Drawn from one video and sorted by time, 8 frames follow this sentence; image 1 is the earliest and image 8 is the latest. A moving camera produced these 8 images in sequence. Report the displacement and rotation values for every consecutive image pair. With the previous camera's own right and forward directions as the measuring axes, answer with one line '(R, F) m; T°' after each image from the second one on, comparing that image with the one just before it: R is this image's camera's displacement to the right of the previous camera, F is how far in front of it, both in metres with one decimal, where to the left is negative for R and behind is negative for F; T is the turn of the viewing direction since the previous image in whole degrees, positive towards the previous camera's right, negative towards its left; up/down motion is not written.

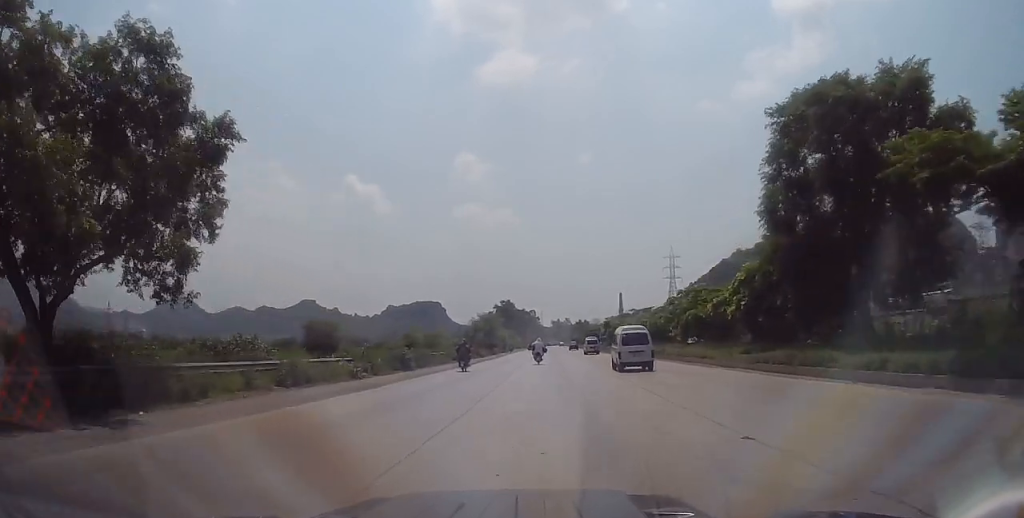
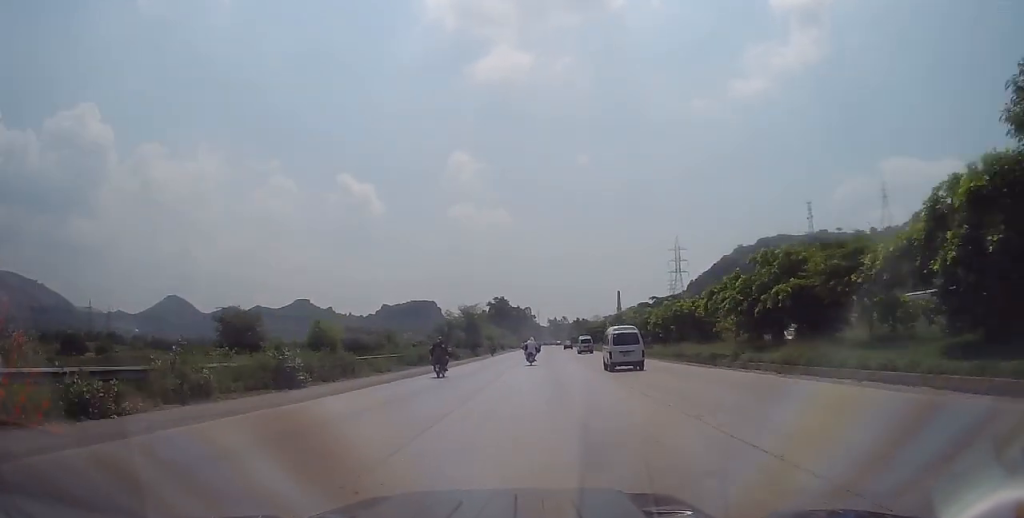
(+0.2, +15.8) m; +1°
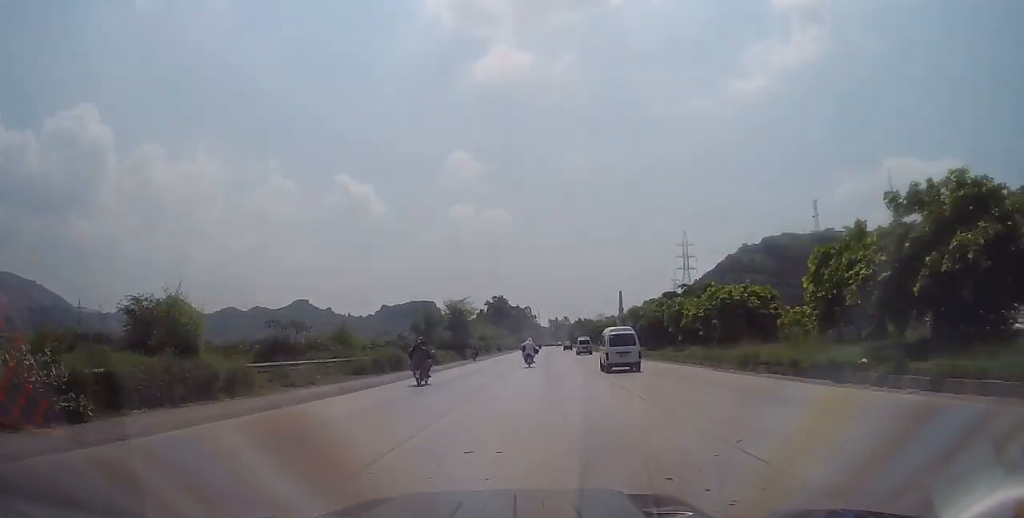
(0.0, +11.1) m; 0°
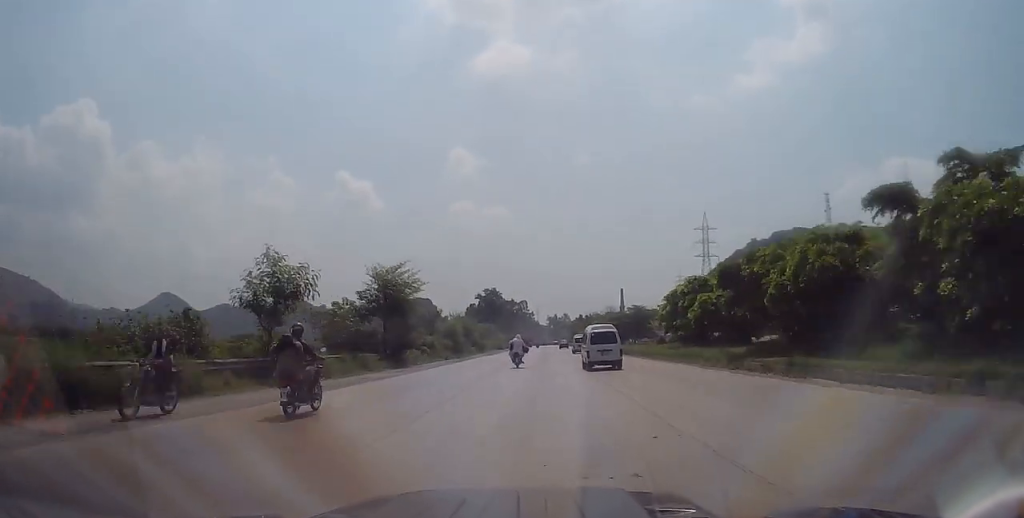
(-0.4, +27.5) m; 0°
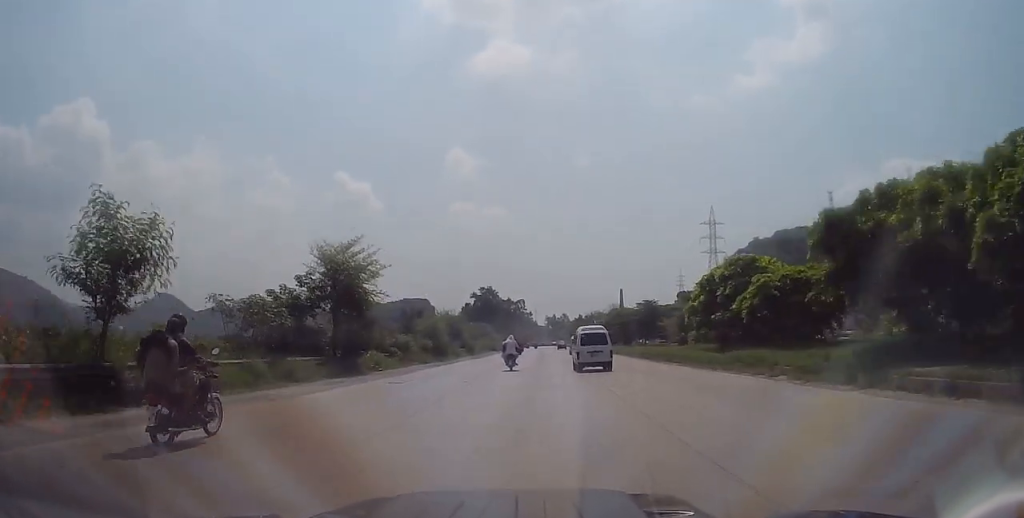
(+0.1, +9.3) m; 0°
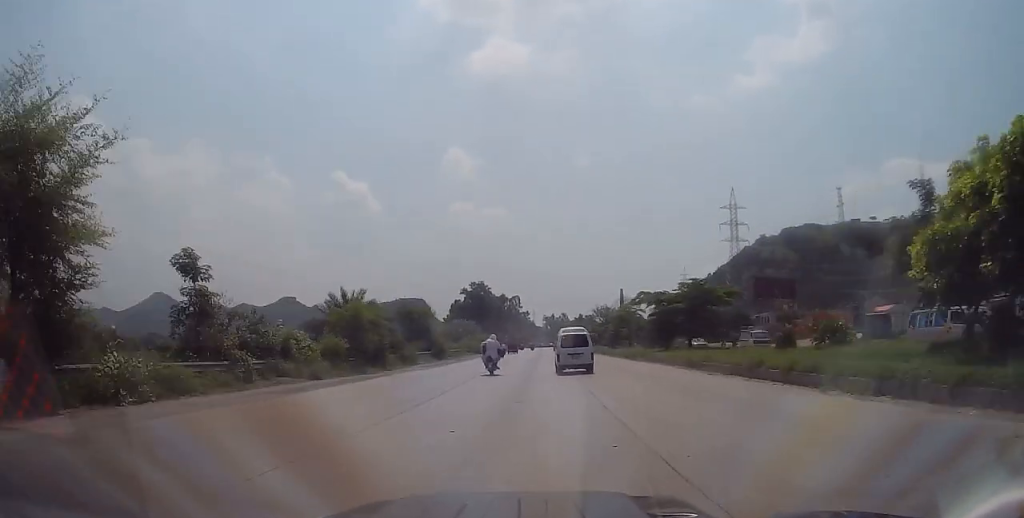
(0.0, +20.7) m; 0°
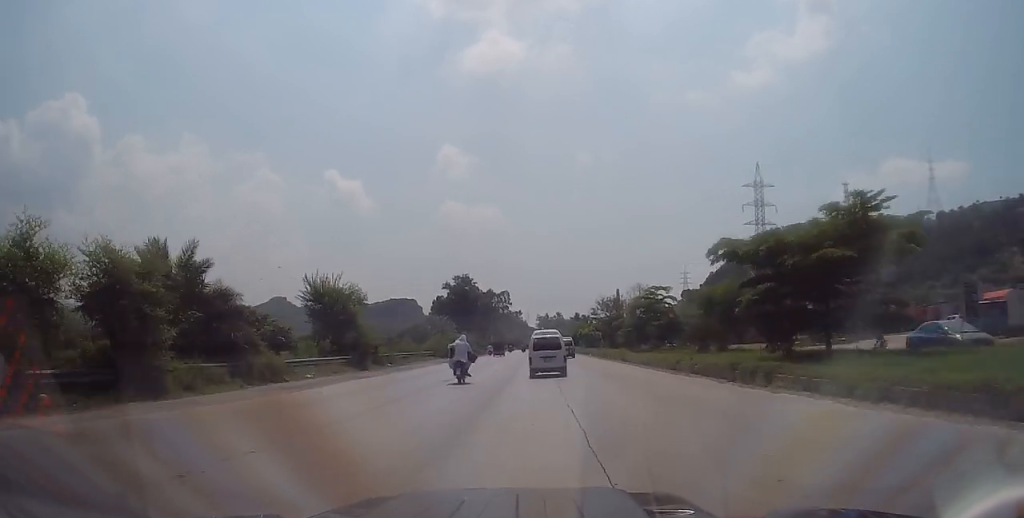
(+0.1, +21.9) m; 0°
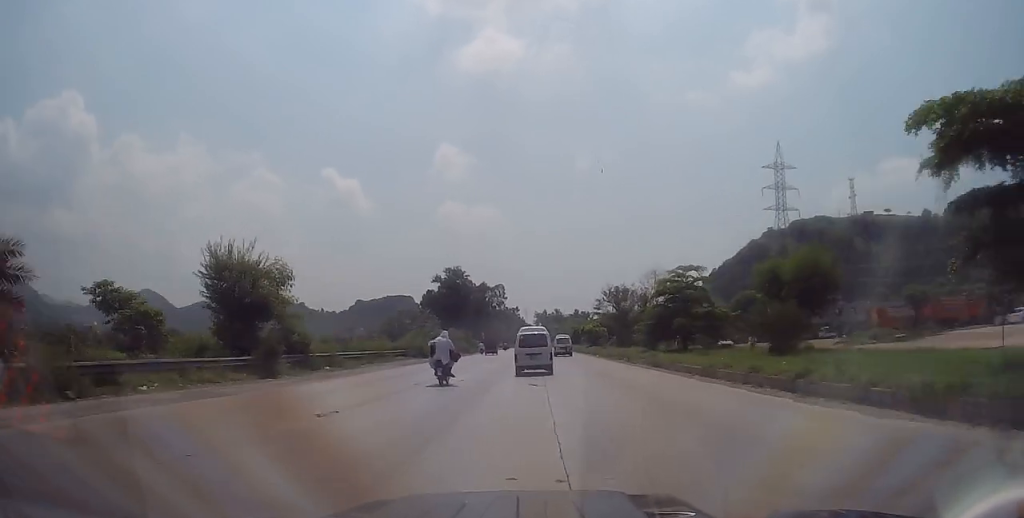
(-0.1, +12.3) m; -1°
